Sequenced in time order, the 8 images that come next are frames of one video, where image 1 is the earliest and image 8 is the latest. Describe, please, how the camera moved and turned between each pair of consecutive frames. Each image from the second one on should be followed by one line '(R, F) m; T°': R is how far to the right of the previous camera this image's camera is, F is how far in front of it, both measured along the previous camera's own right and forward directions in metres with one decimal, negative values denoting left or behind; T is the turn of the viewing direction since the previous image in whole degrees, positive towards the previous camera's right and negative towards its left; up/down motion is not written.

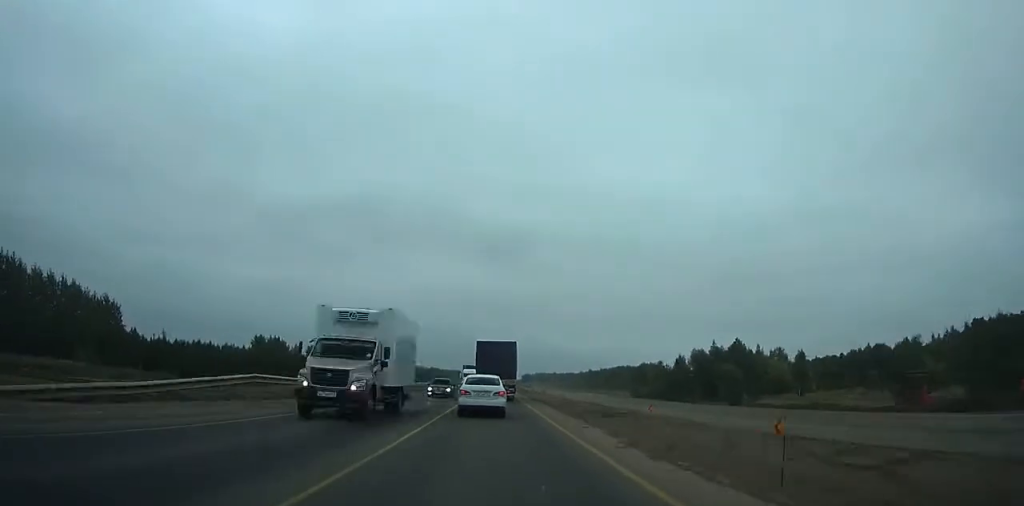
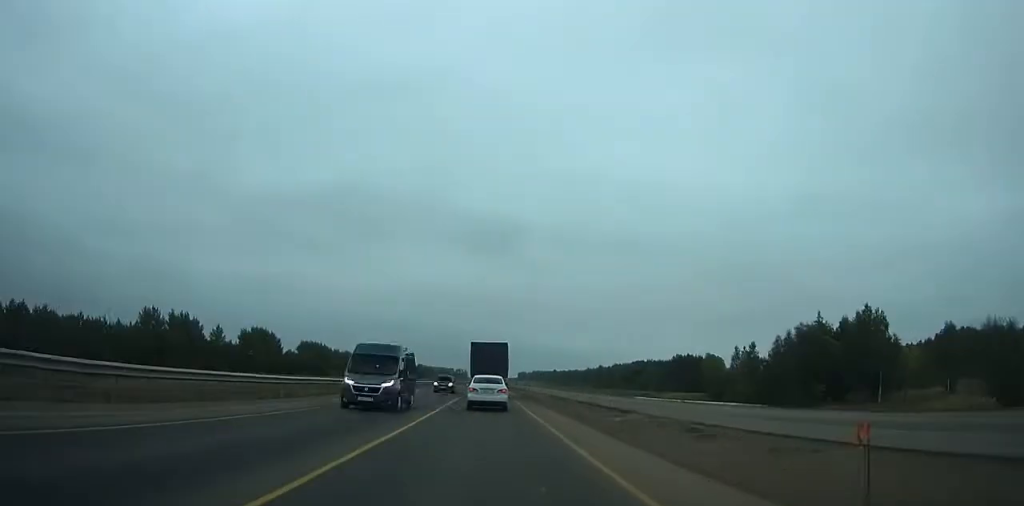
(+0.3, +59.2) m; 0°
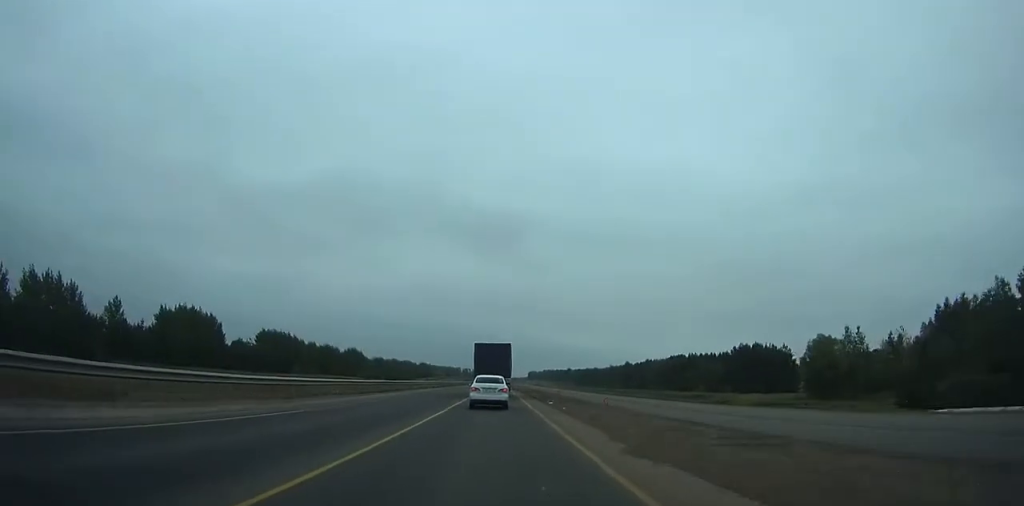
(-0.3, +52.7) m; -1°
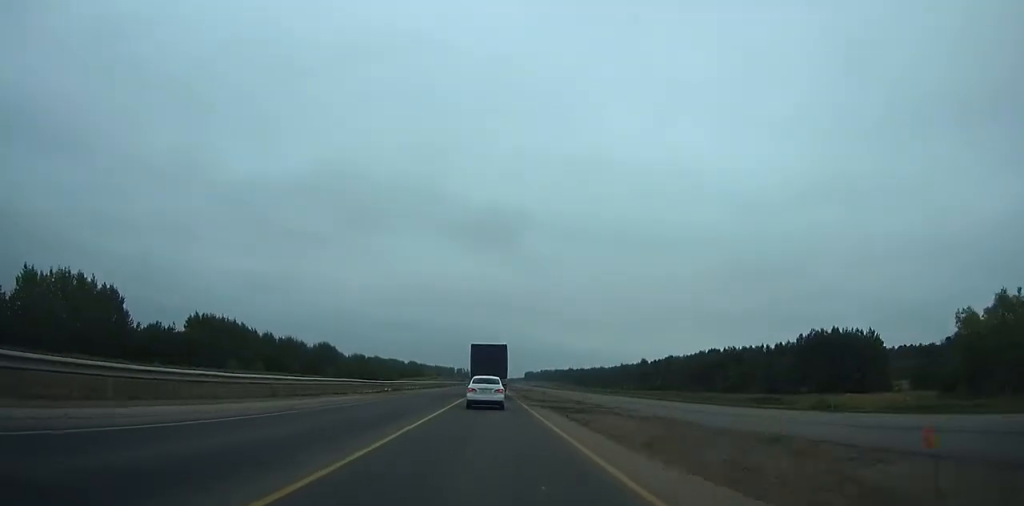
(-0.1, +44.0) m; 0°
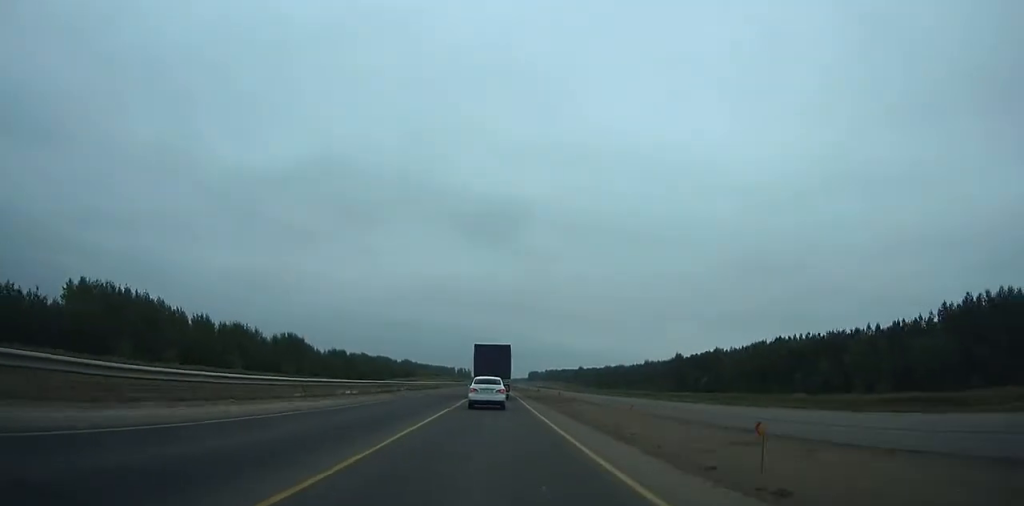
(0.0, +49.1) m; 0°
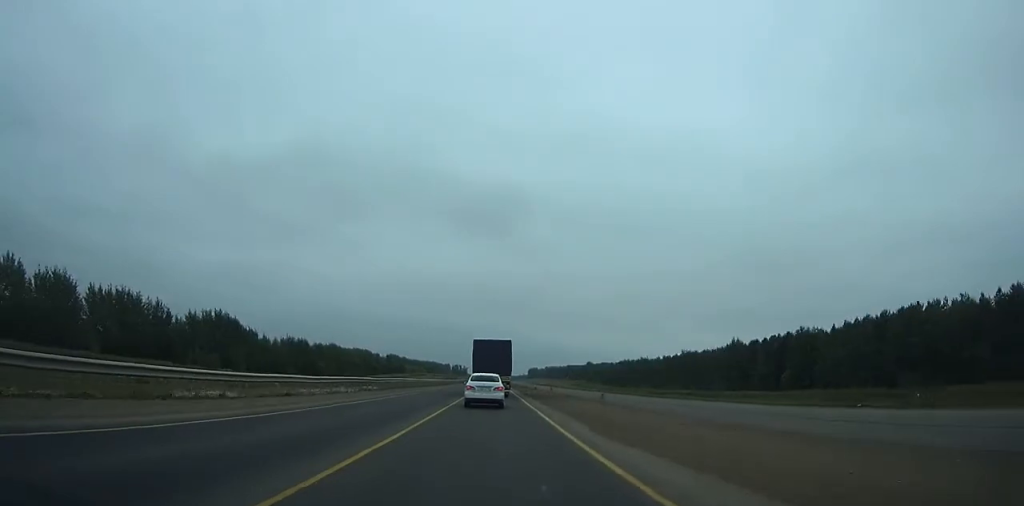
(0.0, +56.0) m; 0°
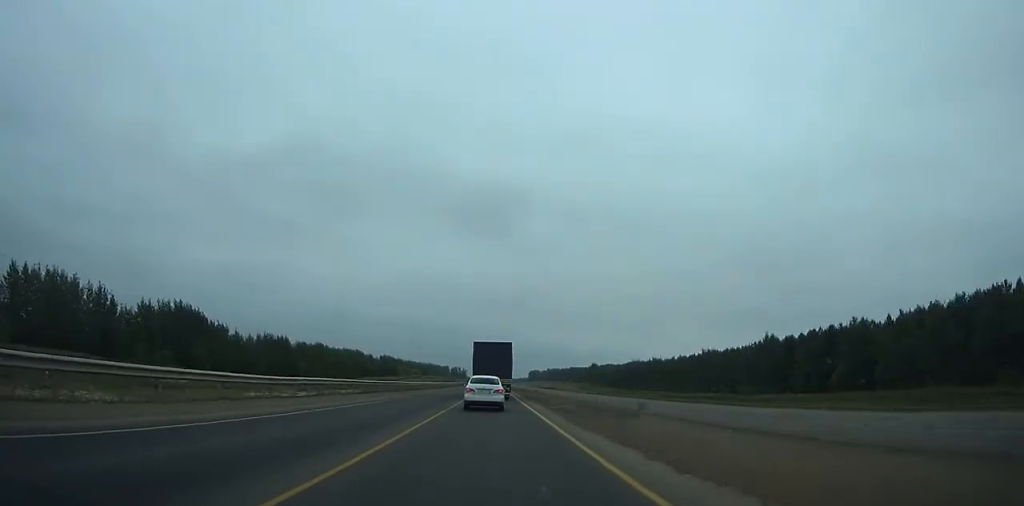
(0.0, +21.3) m; 0°
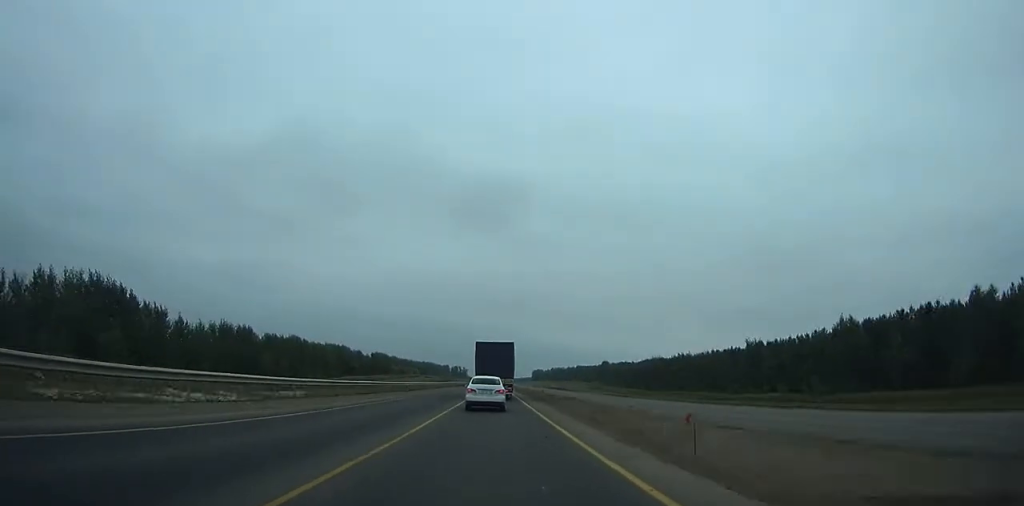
(+0.2, +35.0) m; 0°
